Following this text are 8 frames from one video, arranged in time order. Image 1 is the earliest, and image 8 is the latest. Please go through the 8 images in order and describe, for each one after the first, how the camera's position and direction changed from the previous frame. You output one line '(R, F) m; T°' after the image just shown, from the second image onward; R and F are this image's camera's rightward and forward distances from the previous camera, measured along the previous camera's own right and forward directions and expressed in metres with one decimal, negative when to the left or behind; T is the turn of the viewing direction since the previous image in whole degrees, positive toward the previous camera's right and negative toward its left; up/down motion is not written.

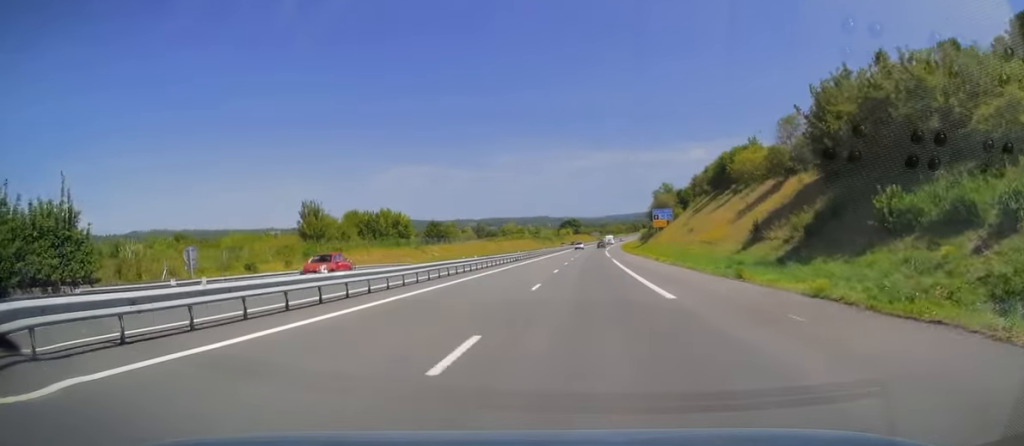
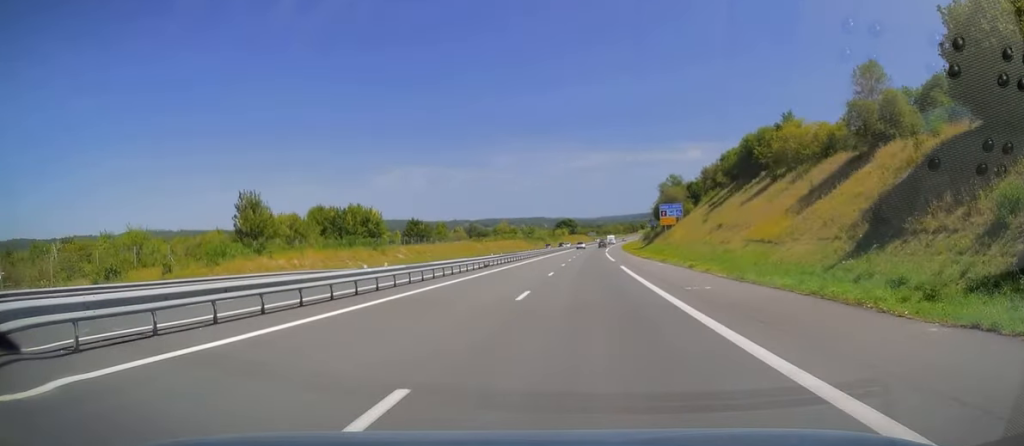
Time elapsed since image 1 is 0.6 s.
(+0.1, +16.9) m; 0°
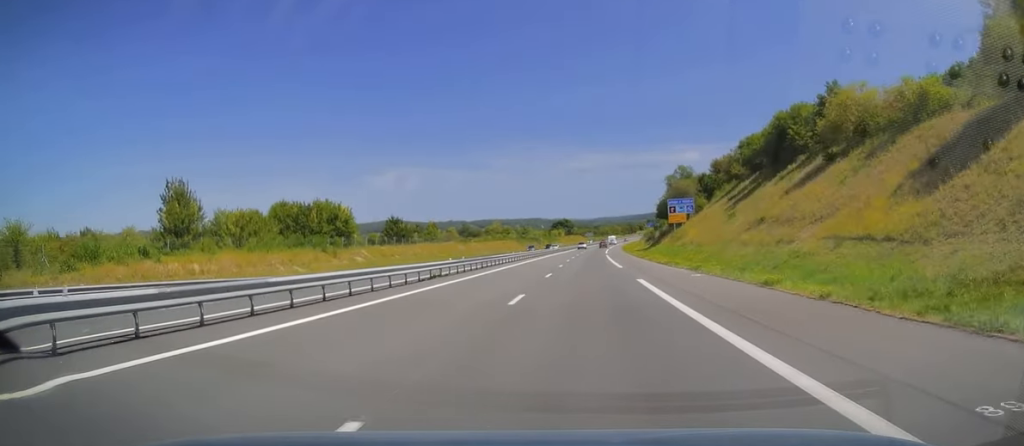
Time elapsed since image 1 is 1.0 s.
(0.0, +14.4) m; 0°
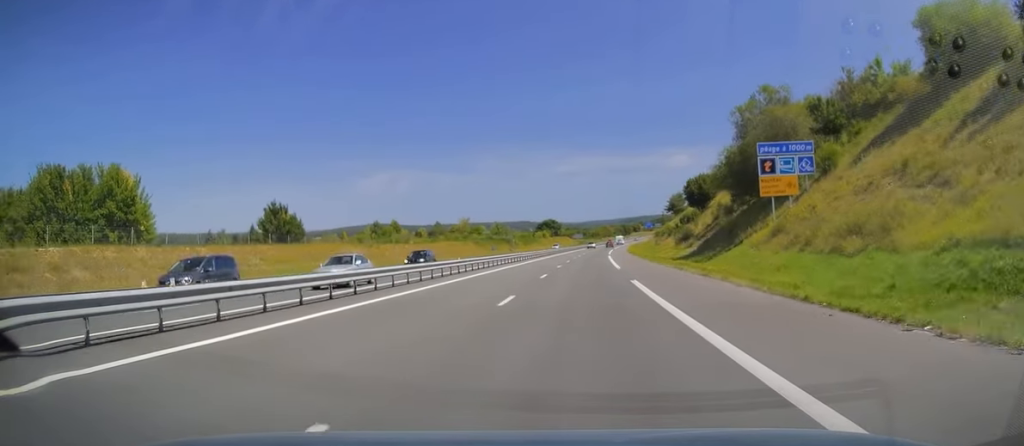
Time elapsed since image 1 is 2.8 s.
(+0.5, +52.9) m; +1°
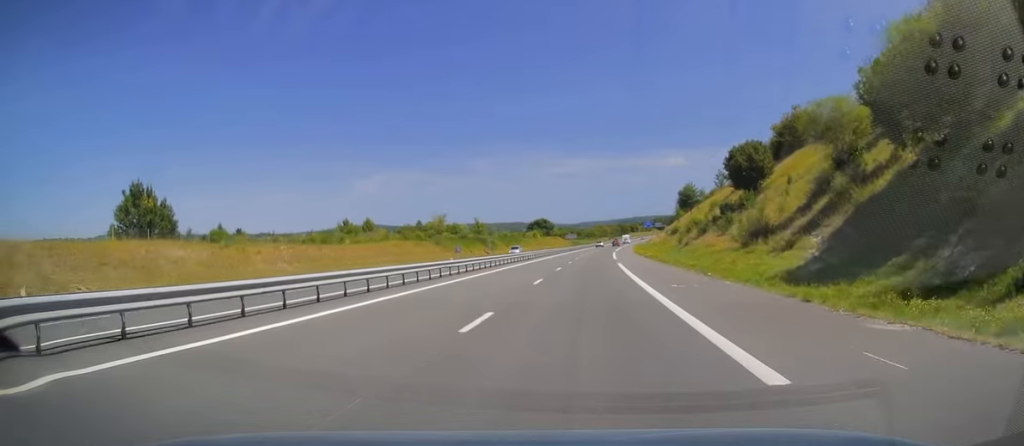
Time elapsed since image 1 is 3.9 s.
(0.0, +31.1) m; 0°
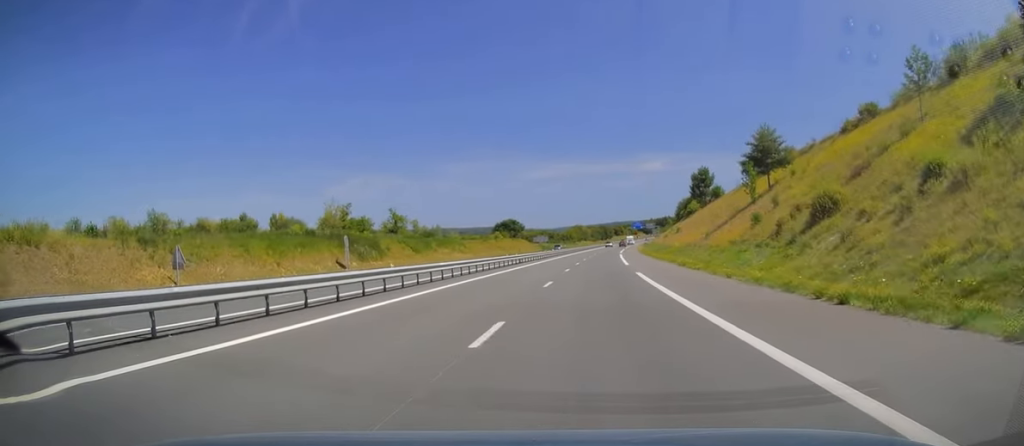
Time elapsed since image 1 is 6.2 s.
(+1.2, +67.5) m; +2°
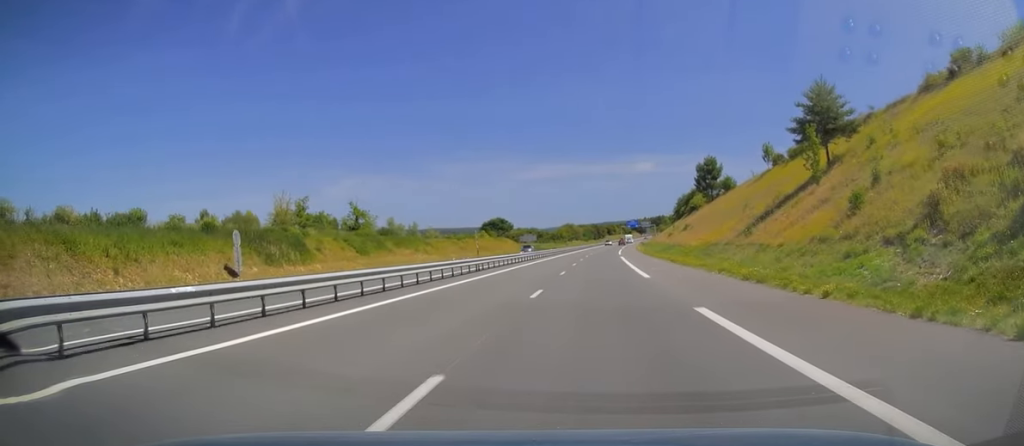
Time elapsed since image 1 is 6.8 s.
(0.0, +18.2) m; +1°
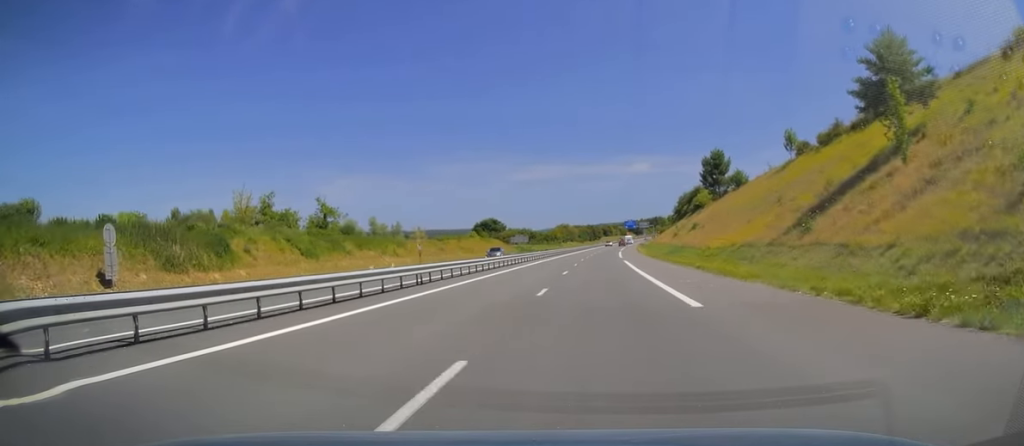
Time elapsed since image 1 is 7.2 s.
(+0.1, +12.3) m; +1°
